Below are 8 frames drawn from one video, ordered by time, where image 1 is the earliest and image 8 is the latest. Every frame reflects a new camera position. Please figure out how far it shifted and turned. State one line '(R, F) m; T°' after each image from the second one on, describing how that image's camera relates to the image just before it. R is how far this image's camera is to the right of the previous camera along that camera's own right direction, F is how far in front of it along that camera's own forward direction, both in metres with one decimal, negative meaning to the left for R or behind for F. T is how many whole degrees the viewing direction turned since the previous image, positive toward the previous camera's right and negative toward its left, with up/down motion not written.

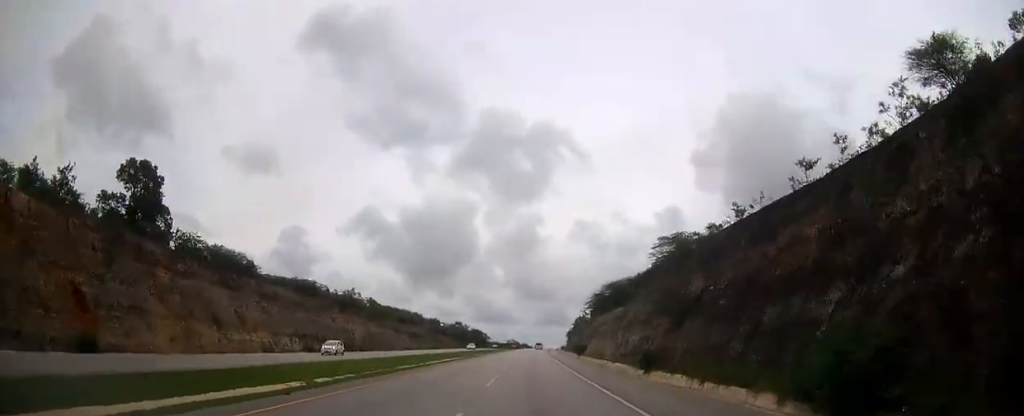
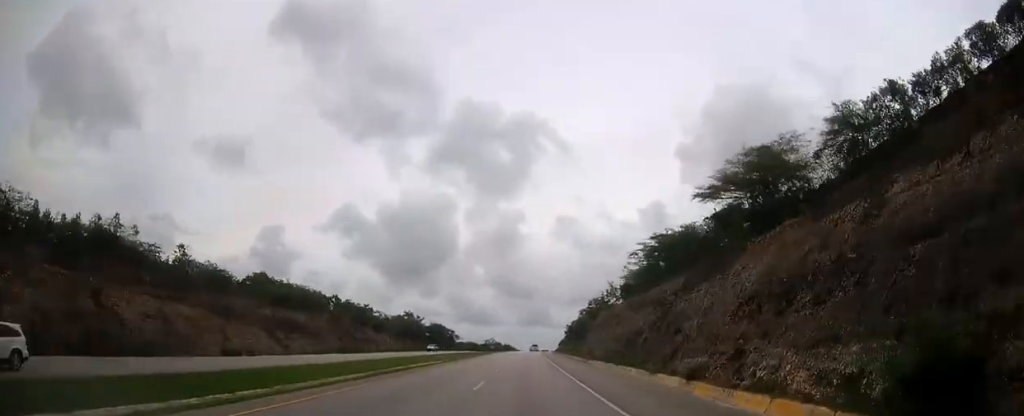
(+0.9, +72.3) m; +1°
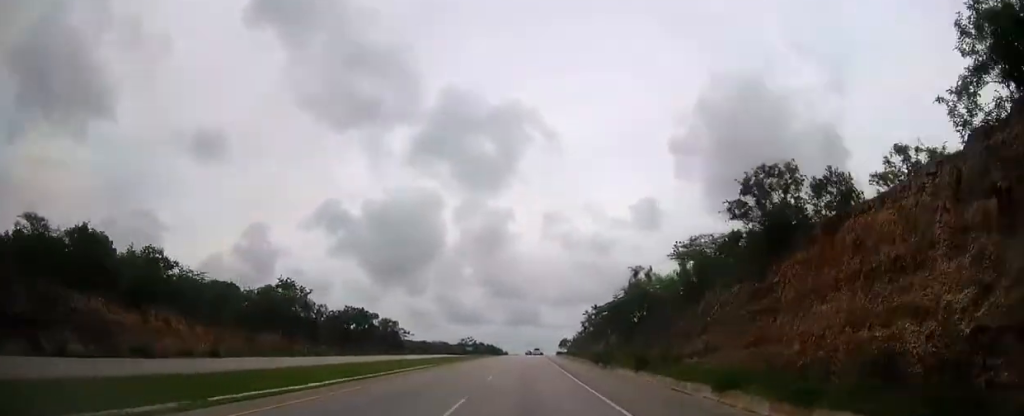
(+0.9, +79.8) m; +1°
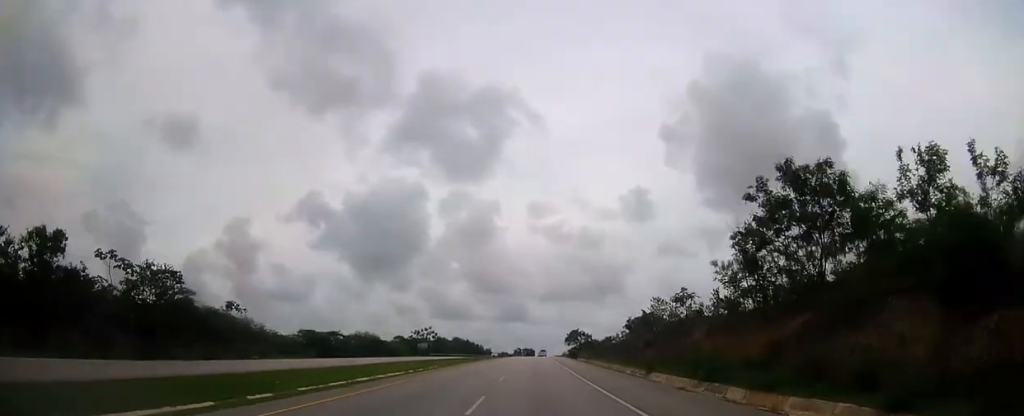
(+0.8, +82.5) m; +1°
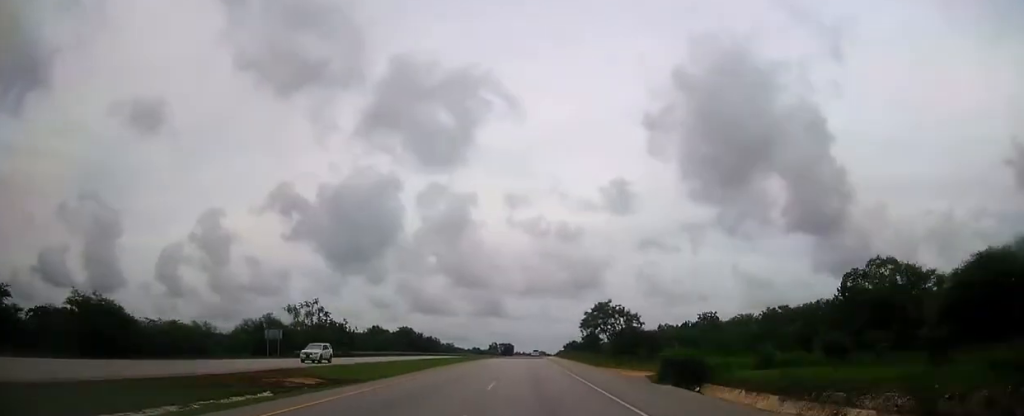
(+0.9, +75.7) m; +1°
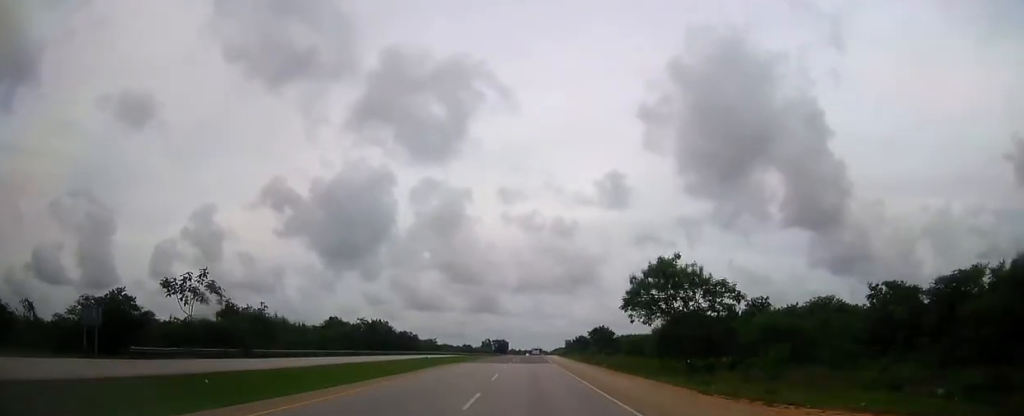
(+0.3, +31.2) m; 0°
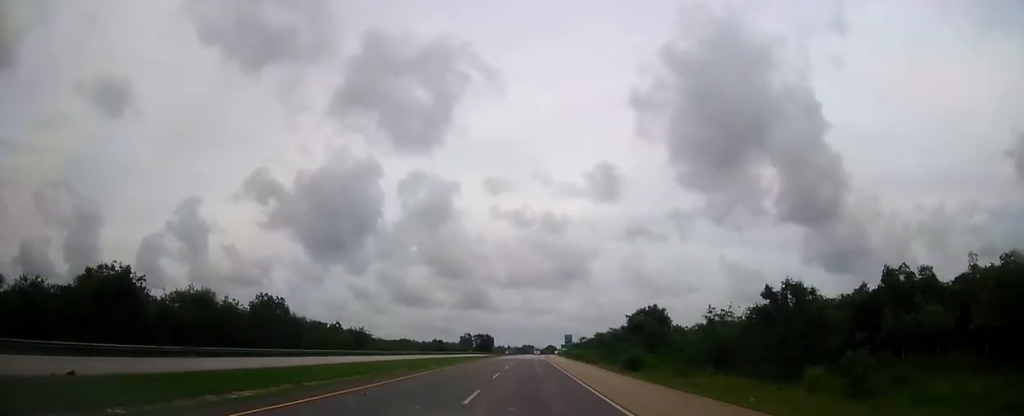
(+0.7, +70.6) m; +1°
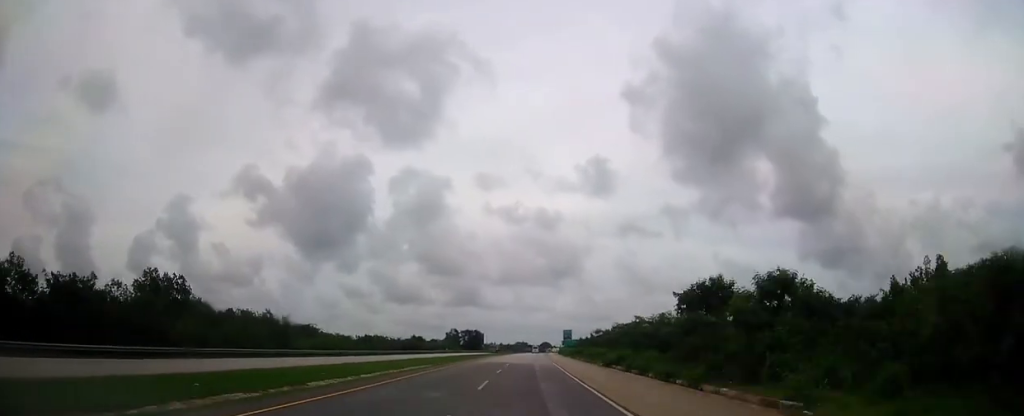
(0.0, +30.9) m; 0°
